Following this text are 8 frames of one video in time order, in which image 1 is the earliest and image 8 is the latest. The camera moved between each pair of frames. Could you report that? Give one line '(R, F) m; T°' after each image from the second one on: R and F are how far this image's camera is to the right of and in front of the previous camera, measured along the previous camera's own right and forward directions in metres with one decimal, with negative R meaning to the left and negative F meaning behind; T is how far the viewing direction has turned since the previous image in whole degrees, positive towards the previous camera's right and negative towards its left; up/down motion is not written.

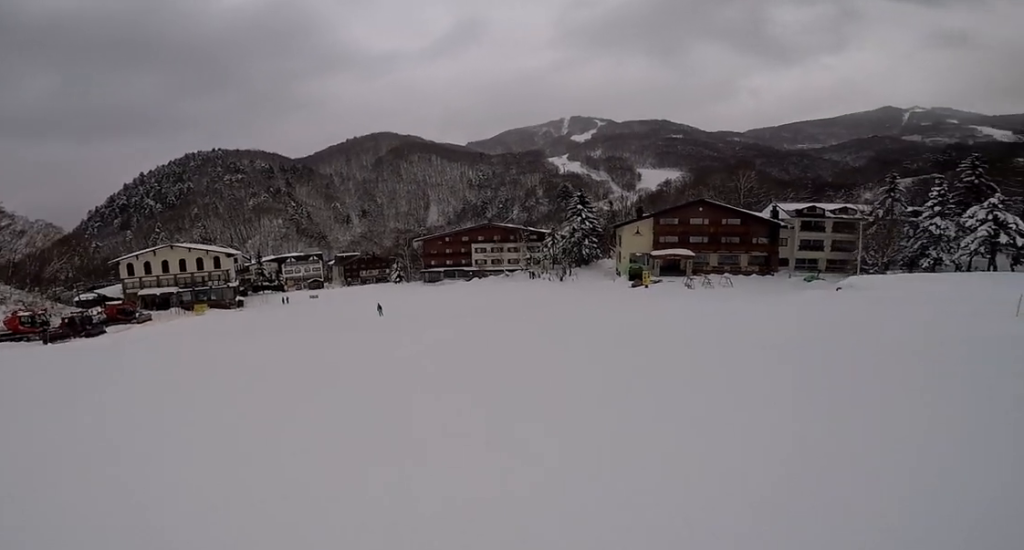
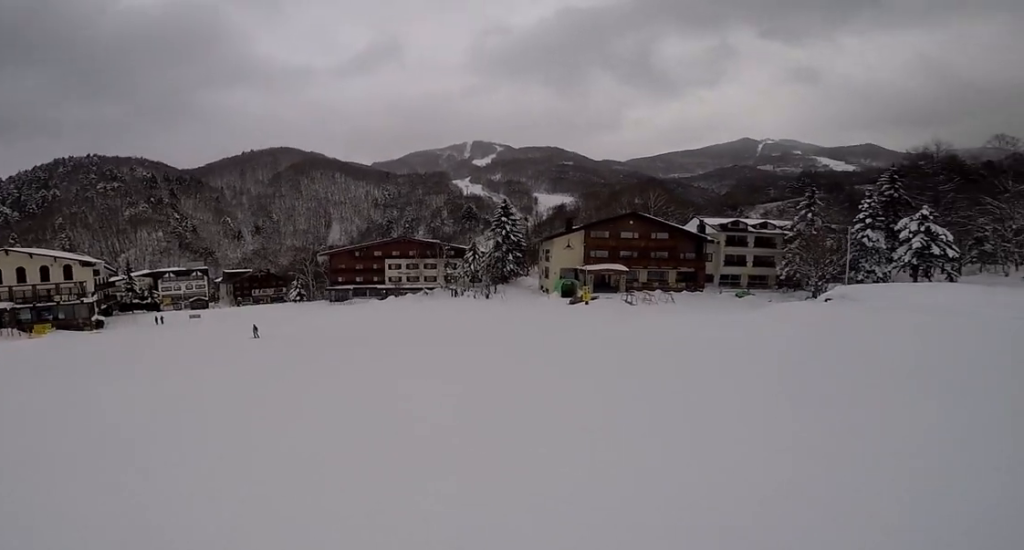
(0.0, +9.6) m; 0°
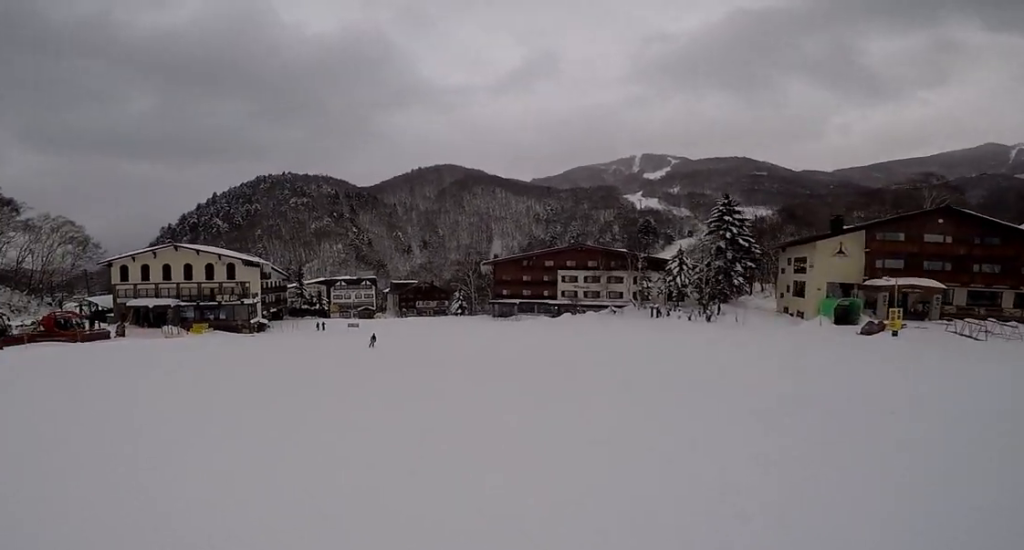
(0.0, +13.0) m; 0°
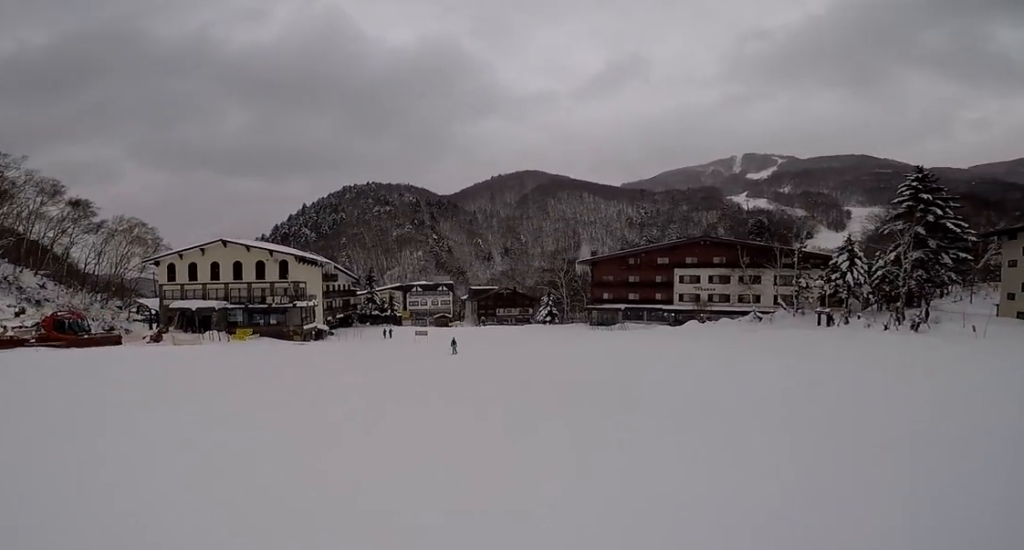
(-0.1, +12.1) m; -6°
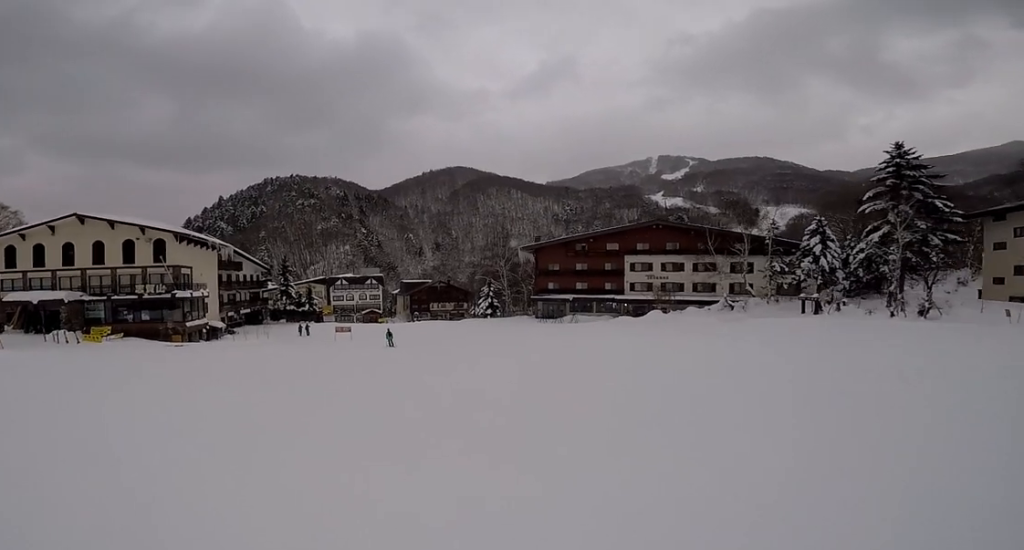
(-1.0, +9.8) m; -1°
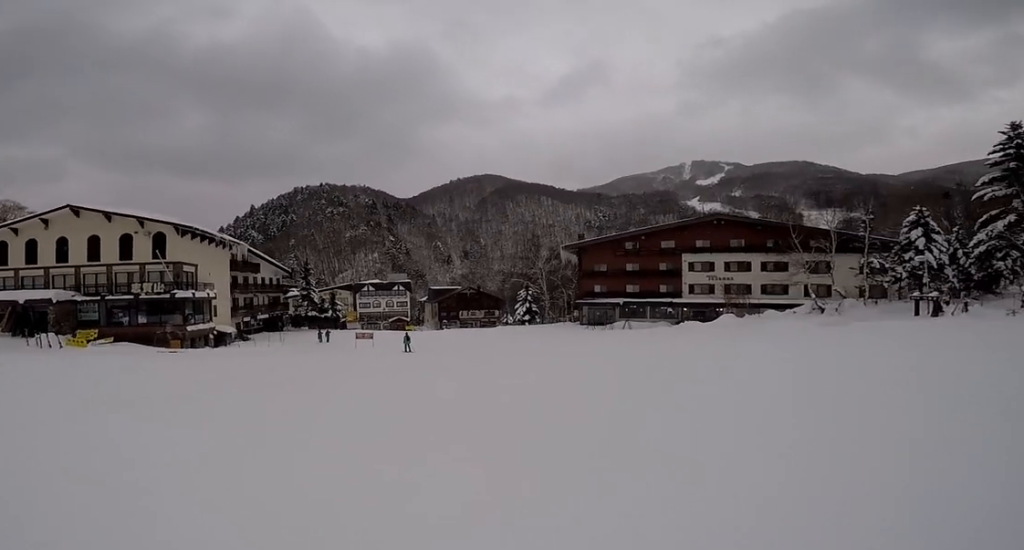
(+0.5, +6.0) m; 0°
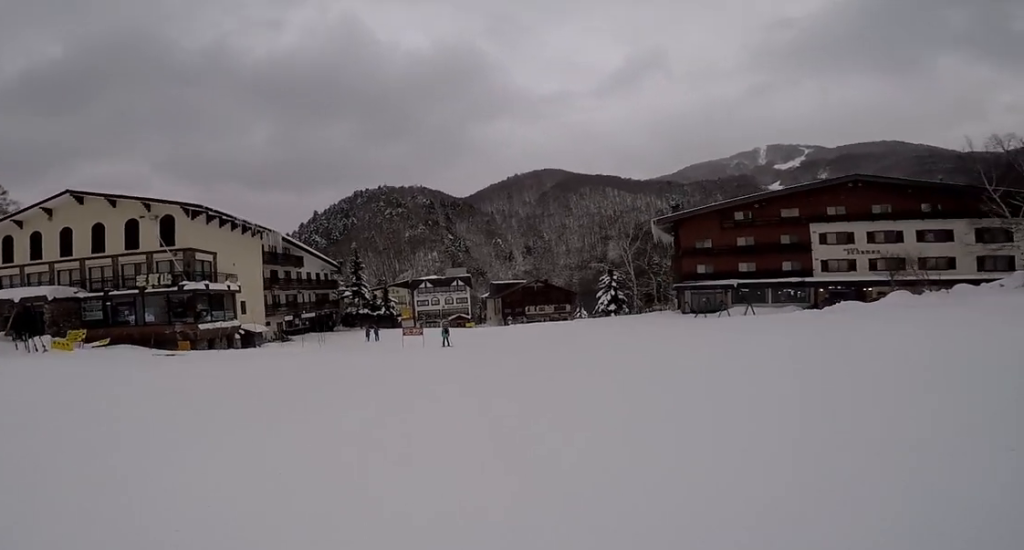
(-0.1, +8.2) m; 0°
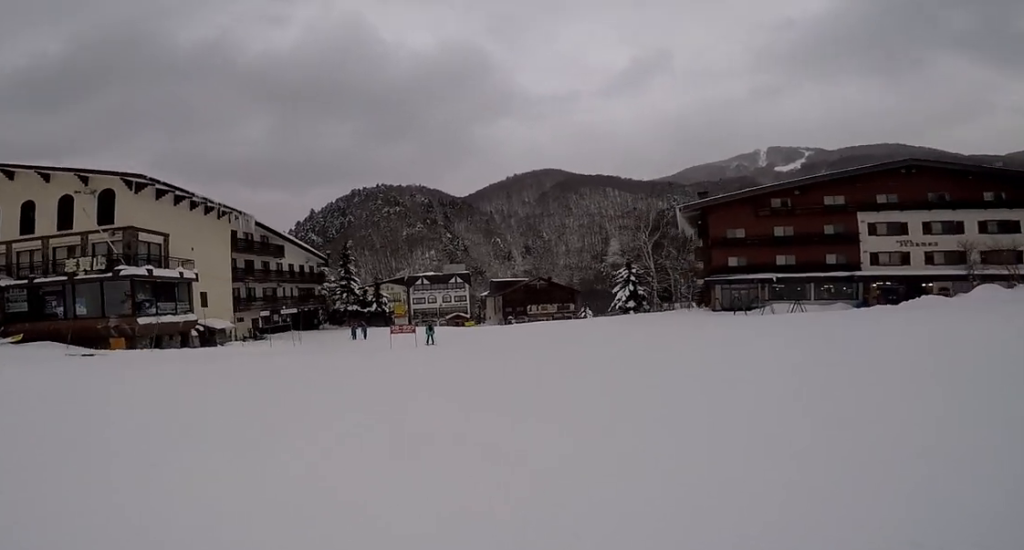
(-0.4, +5.7) m; +1°
